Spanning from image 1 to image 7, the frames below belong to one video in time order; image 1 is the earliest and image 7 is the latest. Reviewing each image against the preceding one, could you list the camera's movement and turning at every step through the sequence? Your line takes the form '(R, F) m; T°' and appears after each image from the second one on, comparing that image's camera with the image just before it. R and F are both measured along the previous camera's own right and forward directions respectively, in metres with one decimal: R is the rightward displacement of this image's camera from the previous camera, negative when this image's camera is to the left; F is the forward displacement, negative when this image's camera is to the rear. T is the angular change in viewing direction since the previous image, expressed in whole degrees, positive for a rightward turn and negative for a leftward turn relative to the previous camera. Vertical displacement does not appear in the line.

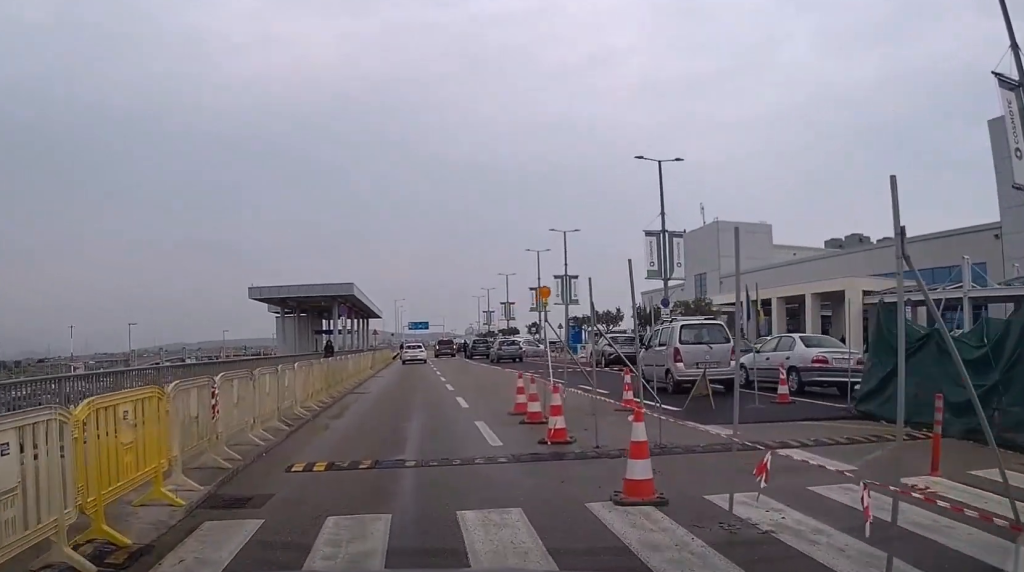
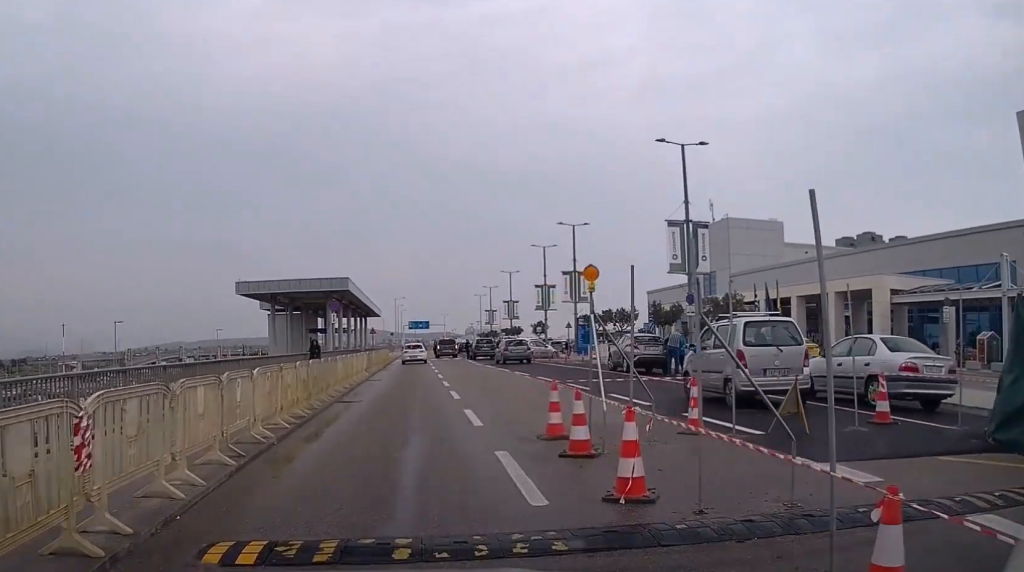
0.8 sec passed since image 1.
(-0.1, +3.6) m; 0°
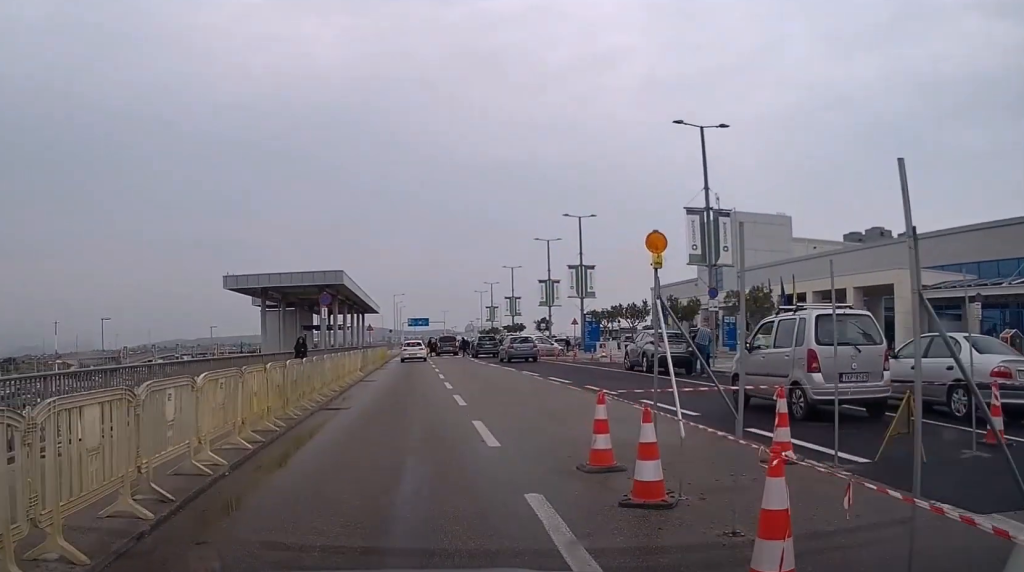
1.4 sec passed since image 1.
(+0.1, +2.8) m; +1°
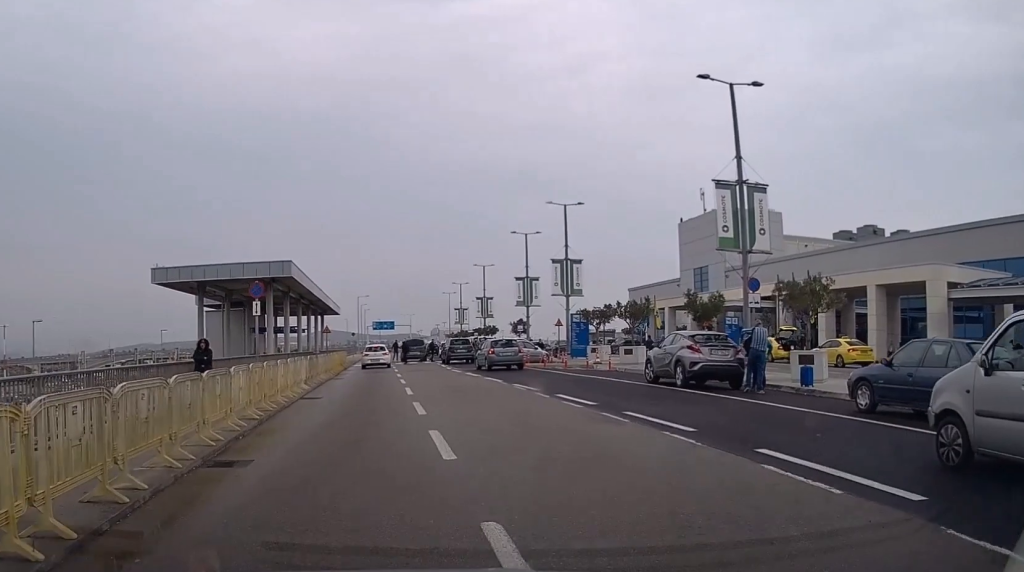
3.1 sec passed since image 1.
(+0.3, +6.8) m; +7°
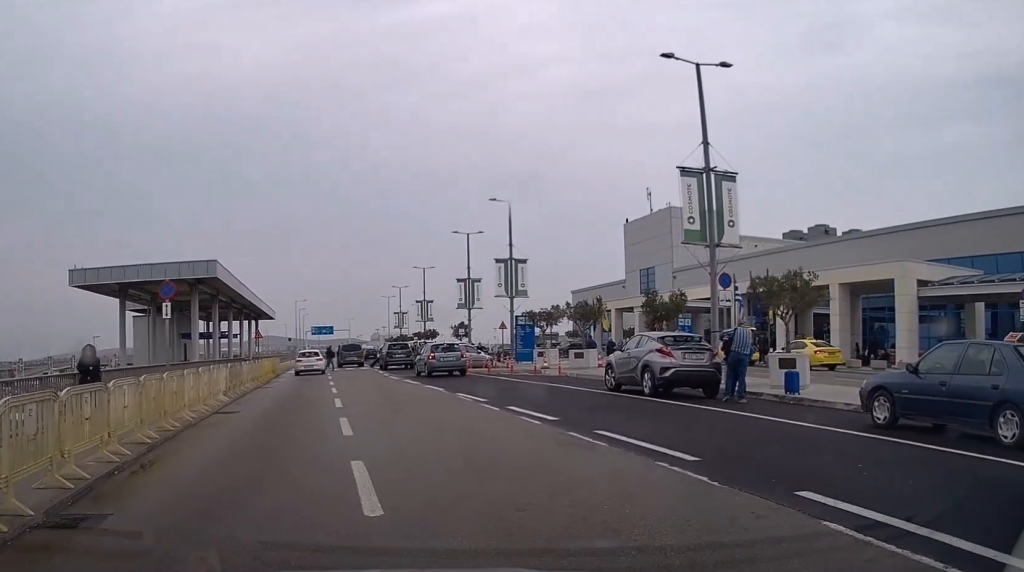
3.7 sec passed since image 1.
(+0.1, +2.7) m; +3°
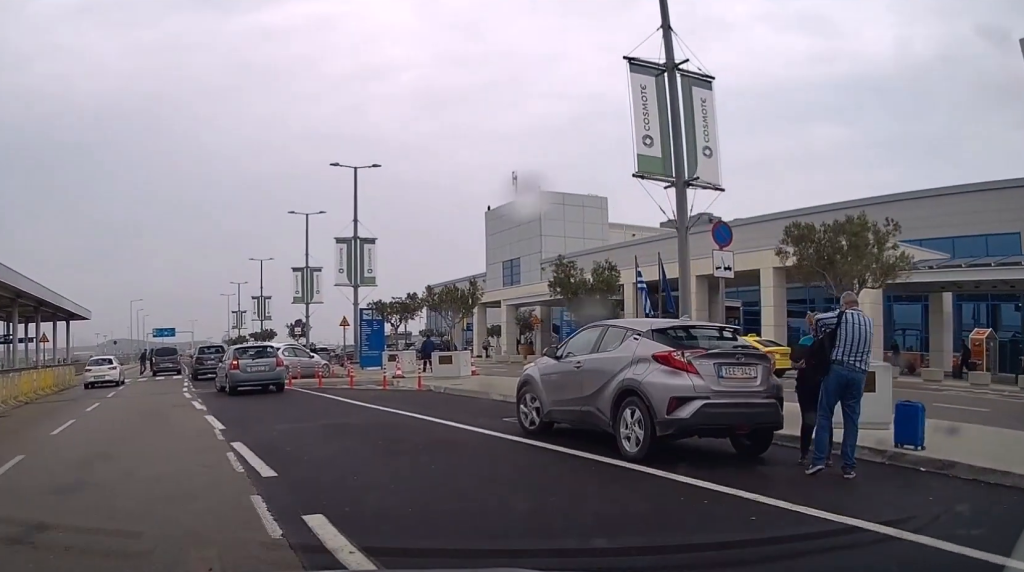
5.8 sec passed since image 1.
(+0.3, +9.4) m; +4°
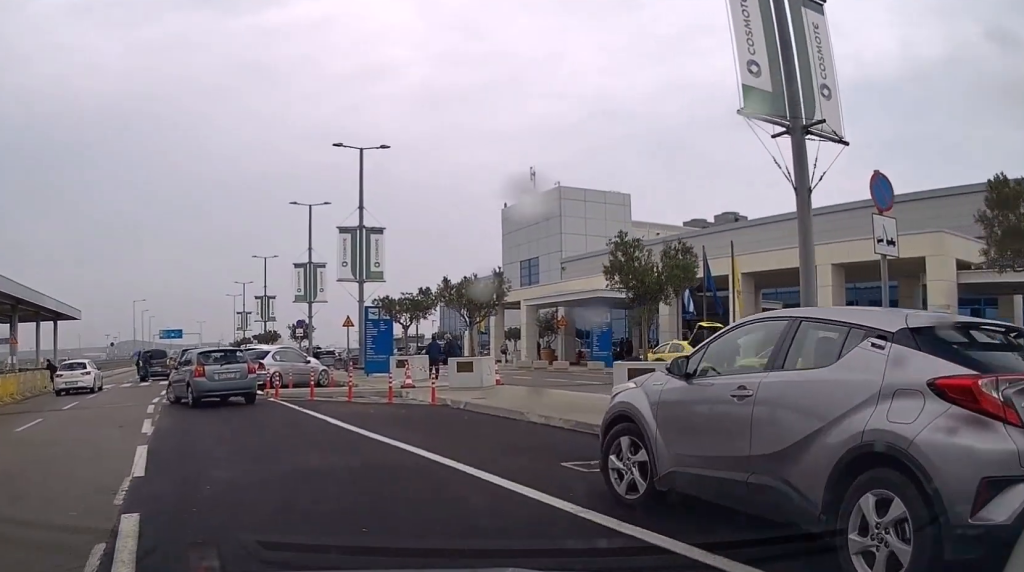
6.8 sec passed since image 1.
(+0.2, +4.5) m; +5°
